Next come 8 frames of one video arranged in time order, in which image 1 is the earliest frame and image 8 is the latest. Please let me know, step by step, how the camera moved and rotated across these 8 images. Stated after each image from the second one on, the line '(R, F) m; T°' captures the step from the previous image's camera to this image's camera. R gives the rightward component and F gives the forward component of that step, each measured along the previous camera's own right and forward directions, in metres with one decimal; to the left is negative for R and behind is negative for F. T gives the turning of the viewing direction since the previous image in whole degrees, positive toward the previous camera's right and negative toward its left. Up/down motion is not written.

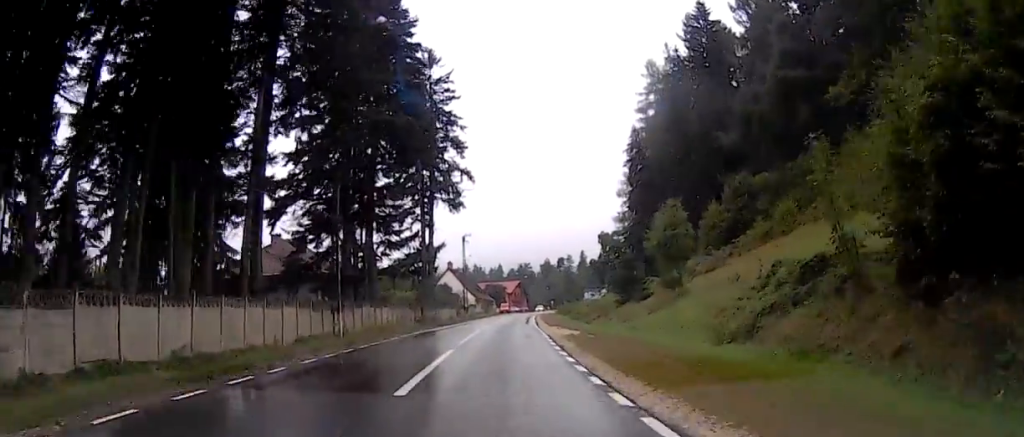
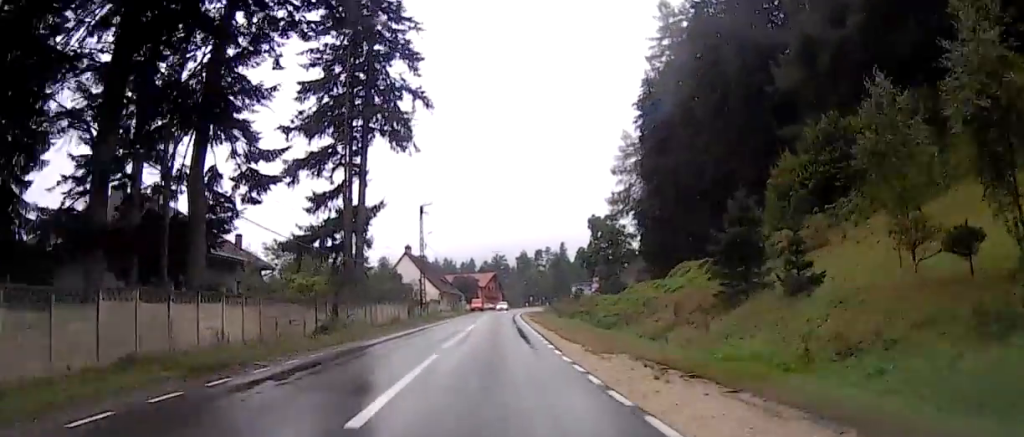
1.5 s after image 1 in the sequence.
(0.0, +27.2) m; 0°
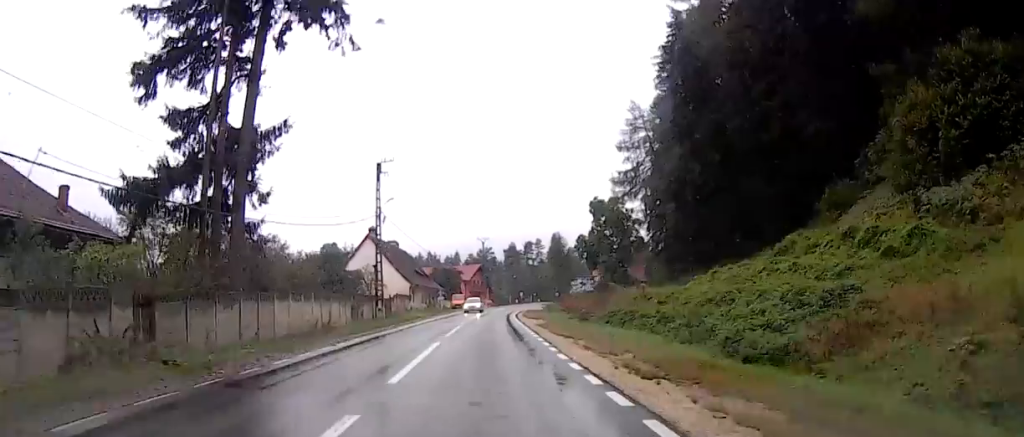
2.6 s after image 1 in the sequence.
(0.0, +20.6) m; 0°
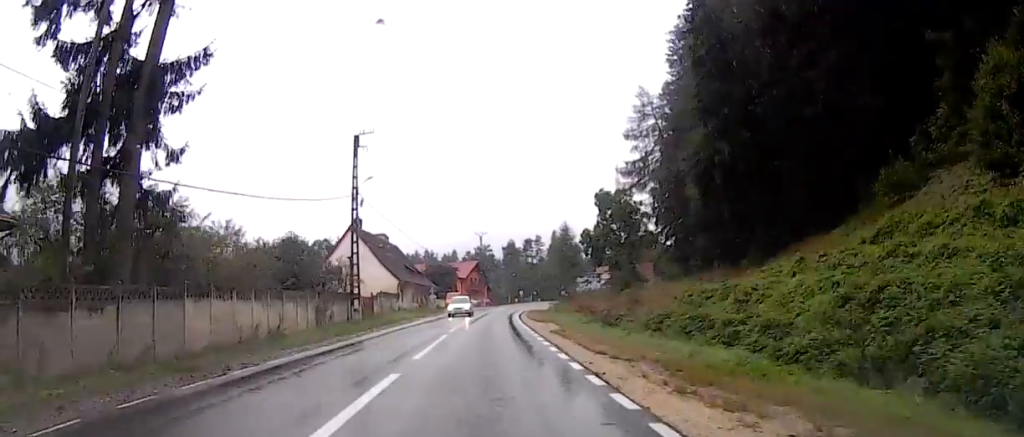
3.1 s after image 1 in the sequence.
(0.0, +8.5) m; 0°
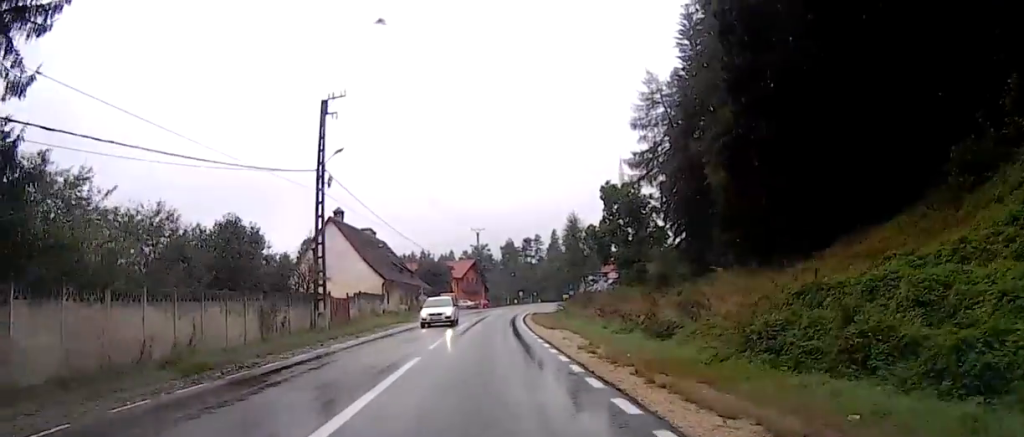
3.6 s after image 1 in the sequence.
(0.0, +9.0) m; 0°
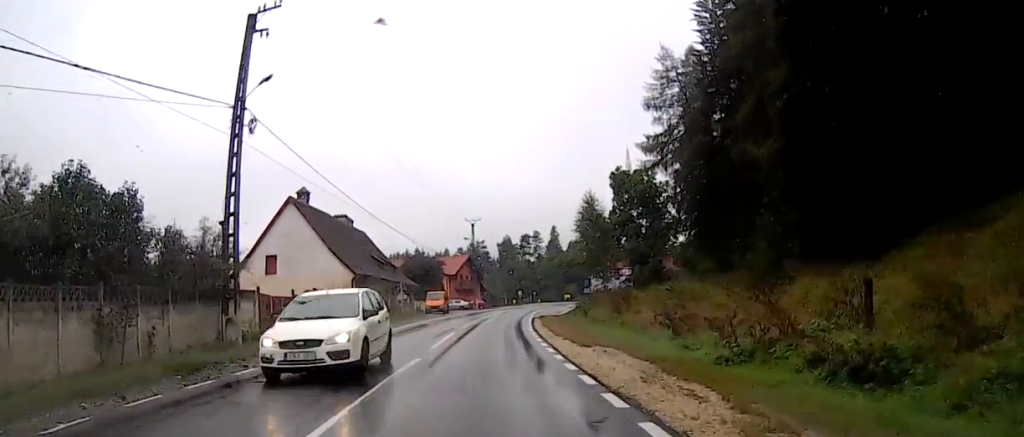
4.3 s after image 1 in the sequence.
(0.0, +11.9) m; 0°
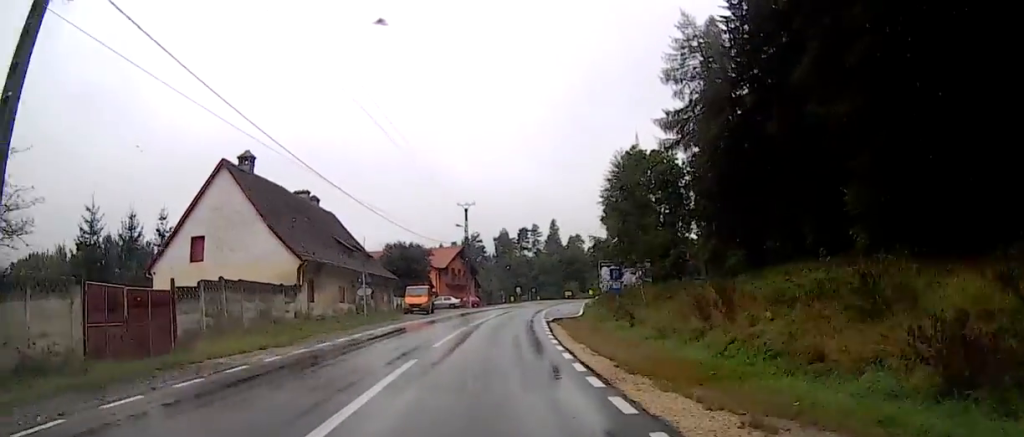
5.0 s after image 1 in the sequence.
(0.0, +12.9) m; 0°
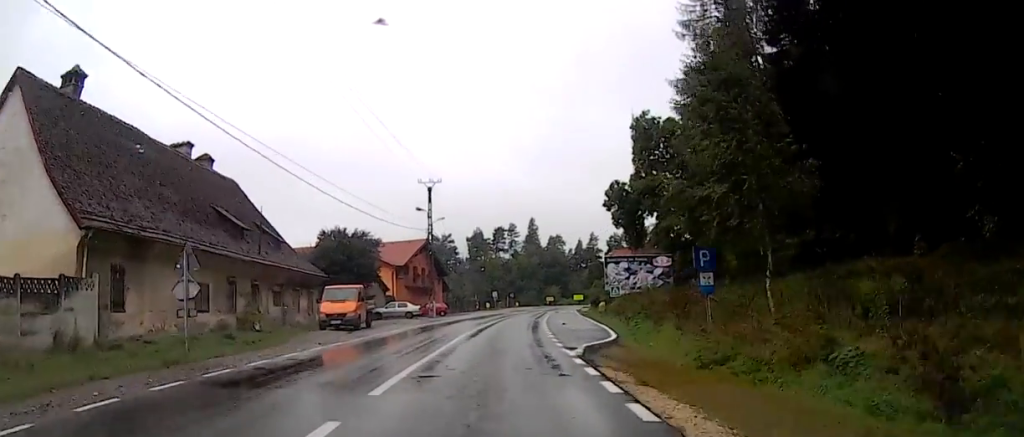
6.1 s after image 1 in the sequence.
(0.0, +19.6) m; +6°
